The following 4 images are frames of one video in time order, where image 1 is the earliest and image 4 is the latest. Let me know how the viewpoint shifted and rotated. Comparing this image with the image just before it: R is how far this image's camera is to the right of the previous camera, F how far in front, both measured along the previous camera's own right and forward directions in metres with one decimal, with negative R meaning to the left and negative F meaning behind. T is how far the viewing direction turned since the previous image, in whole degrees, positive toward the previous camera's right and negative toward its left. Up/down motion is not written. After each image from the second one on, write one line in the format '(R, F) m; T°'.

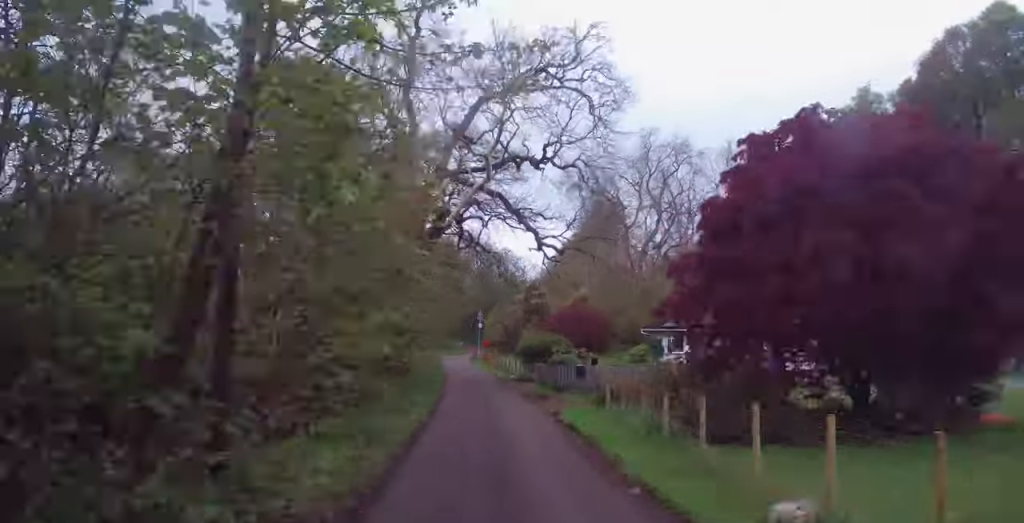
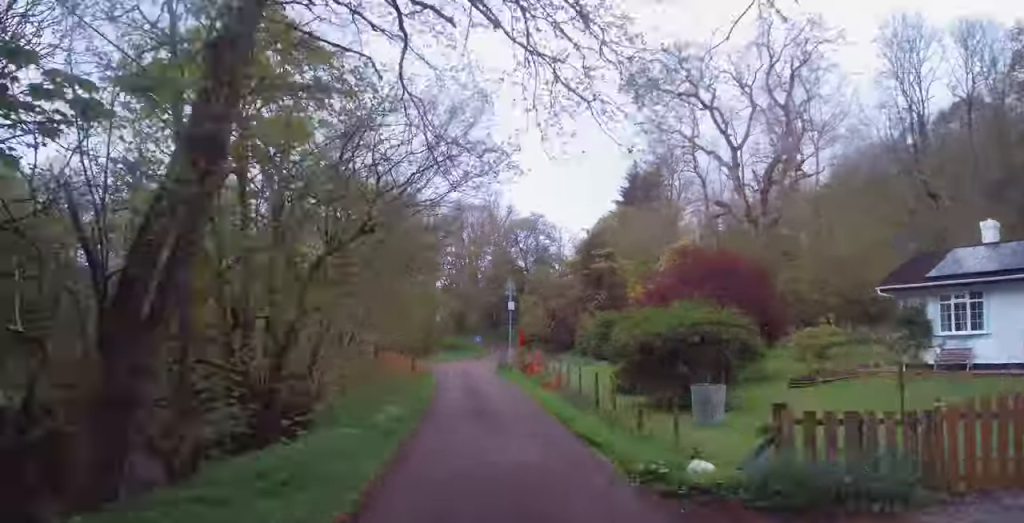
(0.0, +21.6) m; +1°
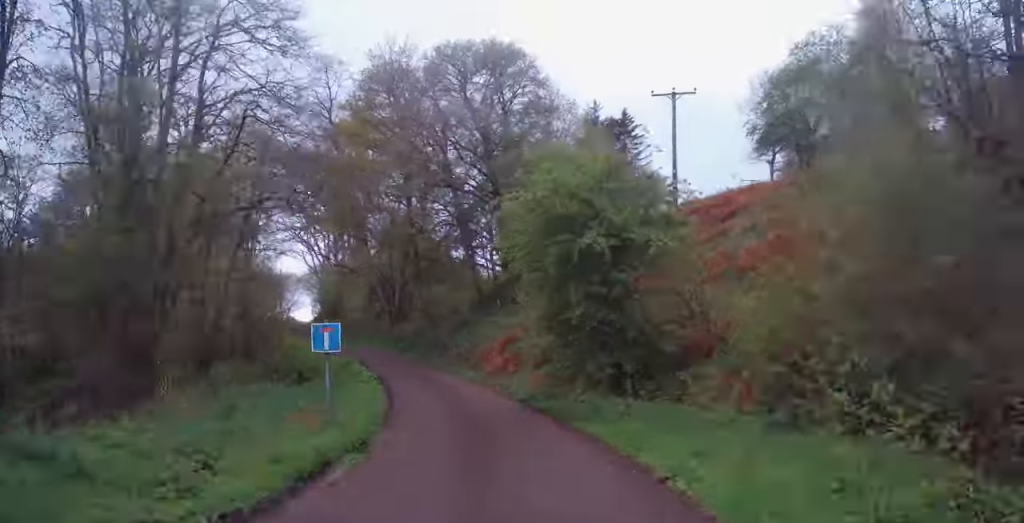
(+0.8, +51.1) m; -2°
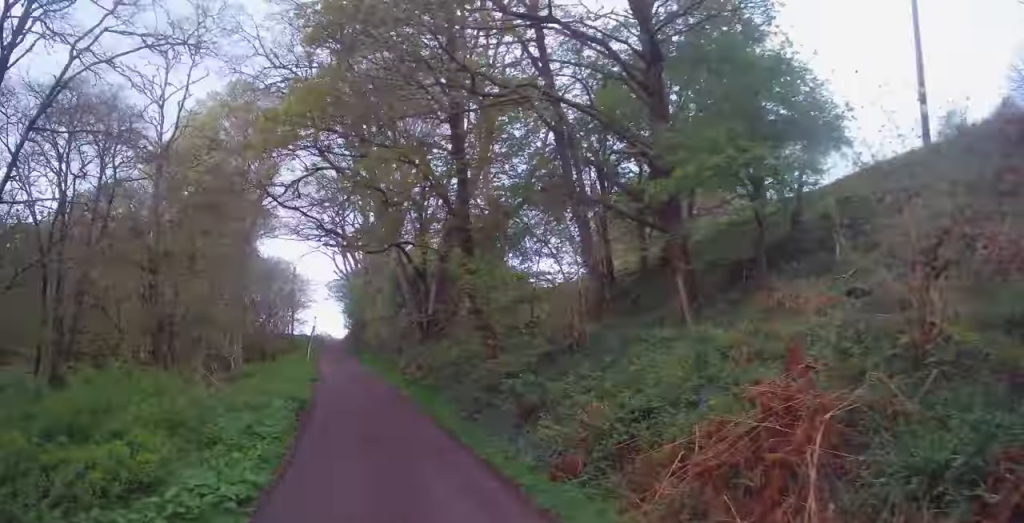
(-0.3, +18.9) m; -5°
